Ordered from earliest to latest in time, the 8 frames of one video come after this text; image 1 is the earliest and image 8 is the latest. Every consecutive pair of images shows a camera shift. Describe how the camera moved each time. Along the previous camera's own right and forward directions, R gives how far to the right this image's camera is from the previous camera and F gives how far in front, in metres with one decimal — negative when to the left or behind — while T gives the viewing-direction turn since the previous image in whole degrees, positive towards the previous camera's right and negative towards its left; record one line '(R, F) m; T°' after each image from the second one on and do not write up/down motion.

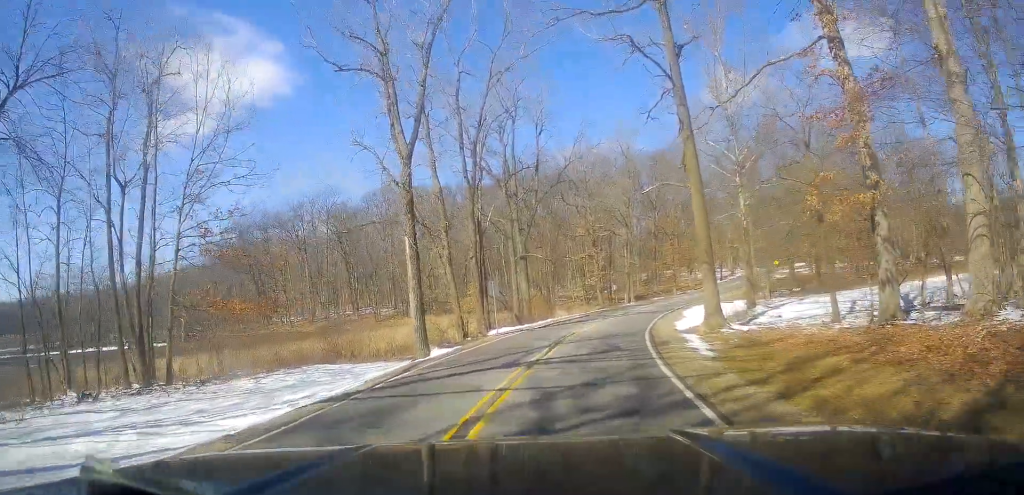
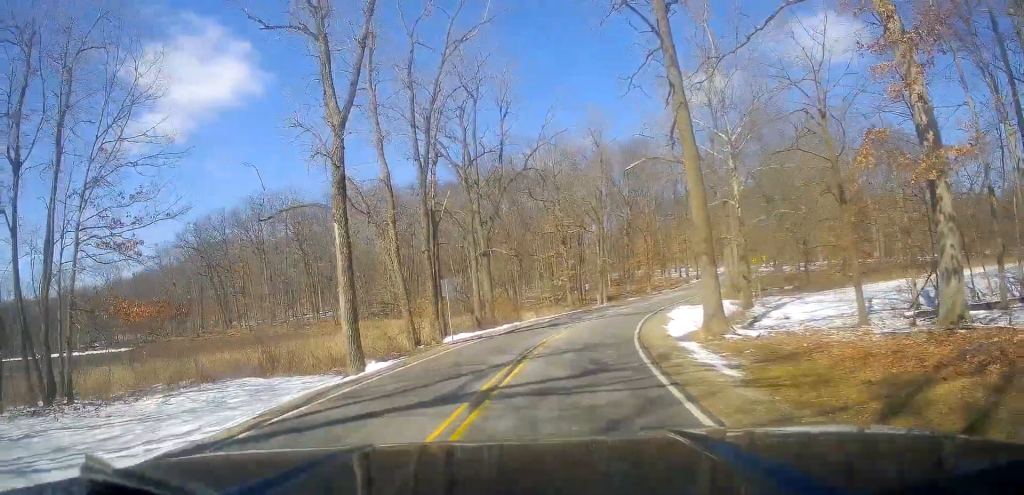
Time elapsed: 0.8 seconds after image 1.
(+0.3, +5.4) m; +6°
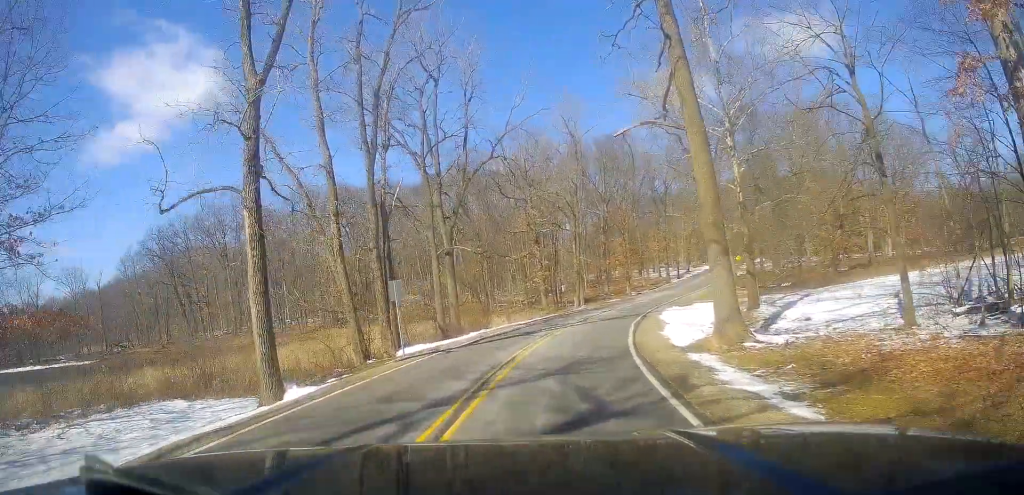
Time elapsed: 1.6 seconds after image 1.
(+0.3, +5.1) m; -1°
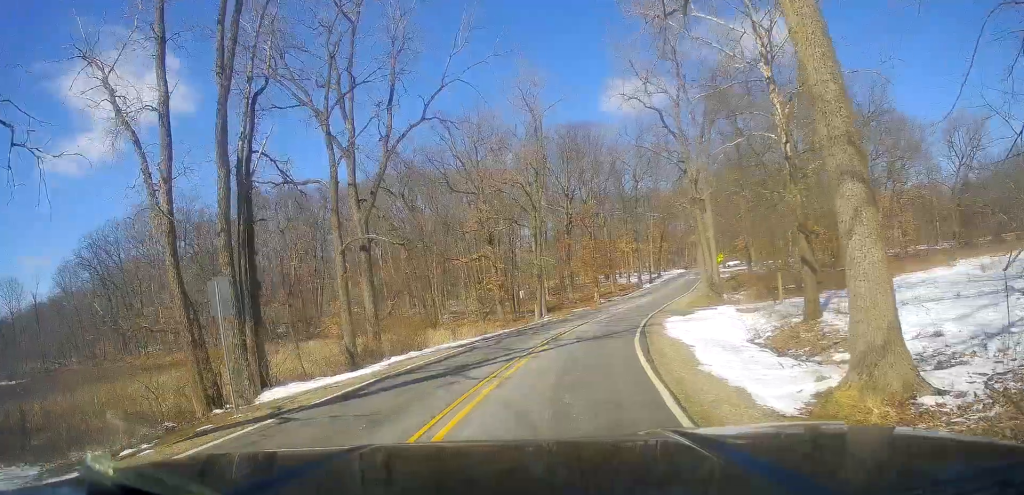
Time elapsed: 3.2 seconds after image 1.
(-0.6, +10.7) m; +1°
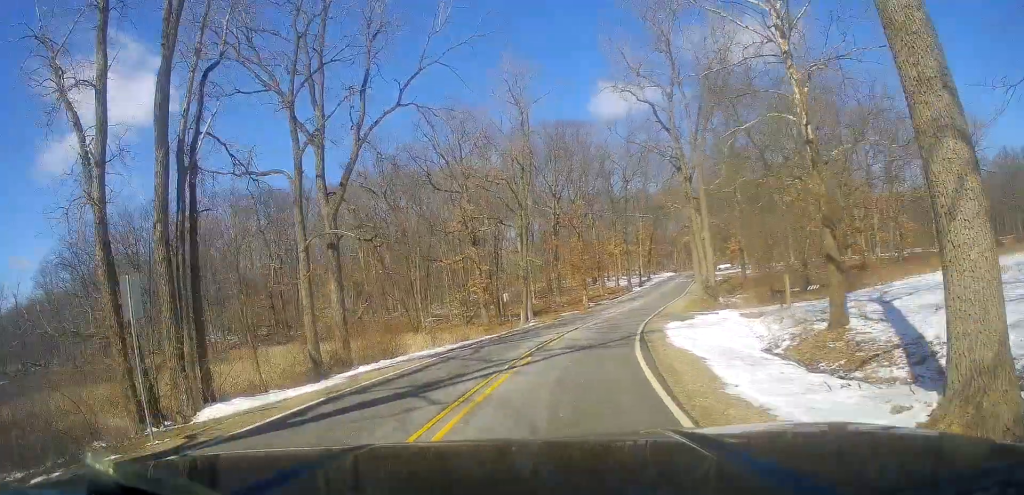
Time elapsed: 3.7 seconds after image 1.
(-0.1, +2.7) m; +6°
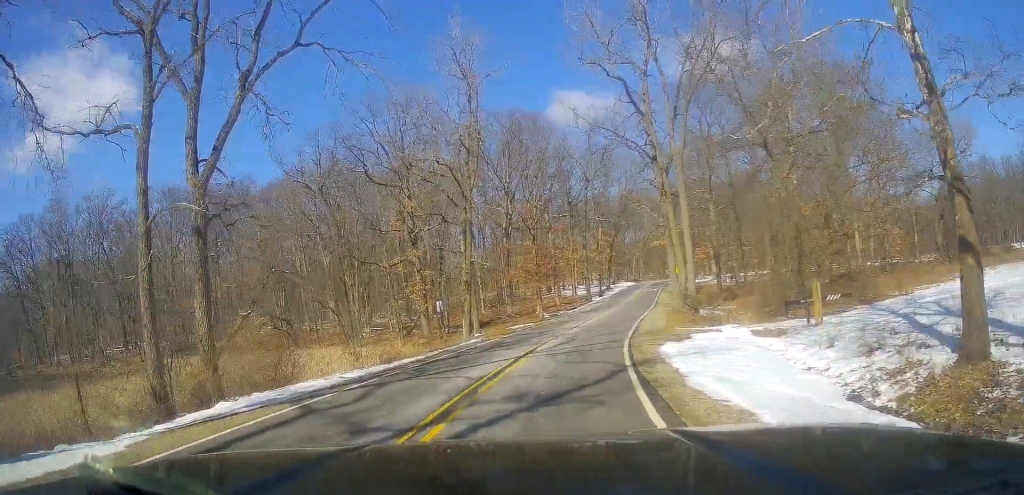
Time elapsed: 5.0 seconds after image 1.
(+1.3, +8.0) m; +5°
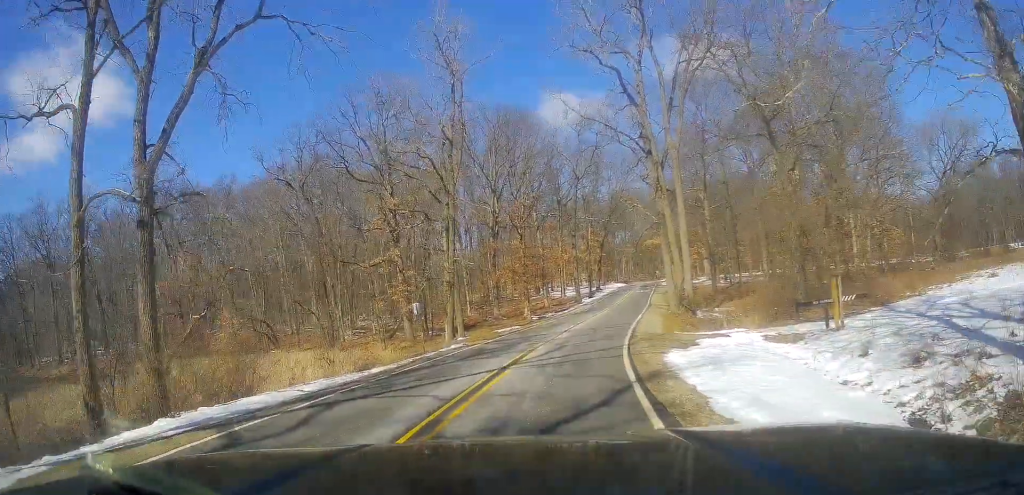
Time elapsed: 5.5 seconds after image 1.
(-0.4, +2.6) m; -3°
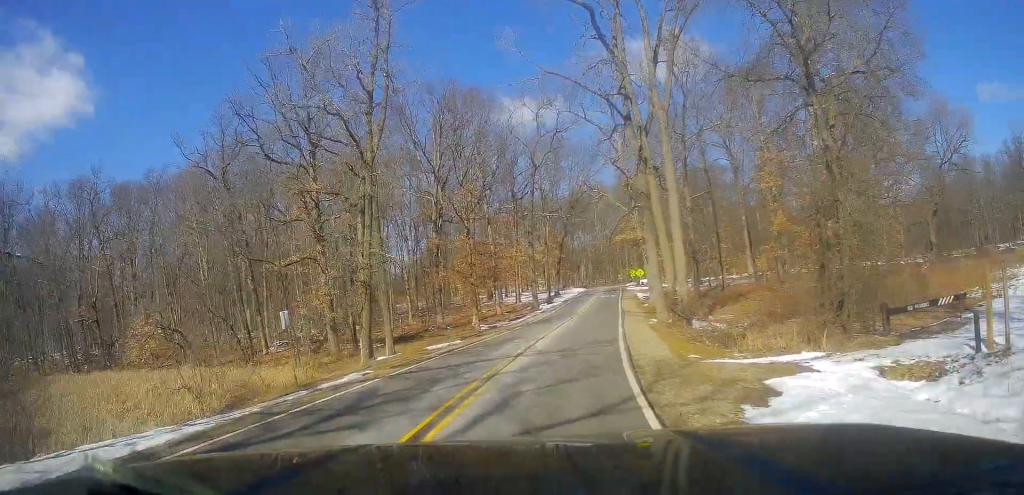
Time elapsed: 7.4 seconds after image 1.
(+0.7, +10.0) m; +9°
